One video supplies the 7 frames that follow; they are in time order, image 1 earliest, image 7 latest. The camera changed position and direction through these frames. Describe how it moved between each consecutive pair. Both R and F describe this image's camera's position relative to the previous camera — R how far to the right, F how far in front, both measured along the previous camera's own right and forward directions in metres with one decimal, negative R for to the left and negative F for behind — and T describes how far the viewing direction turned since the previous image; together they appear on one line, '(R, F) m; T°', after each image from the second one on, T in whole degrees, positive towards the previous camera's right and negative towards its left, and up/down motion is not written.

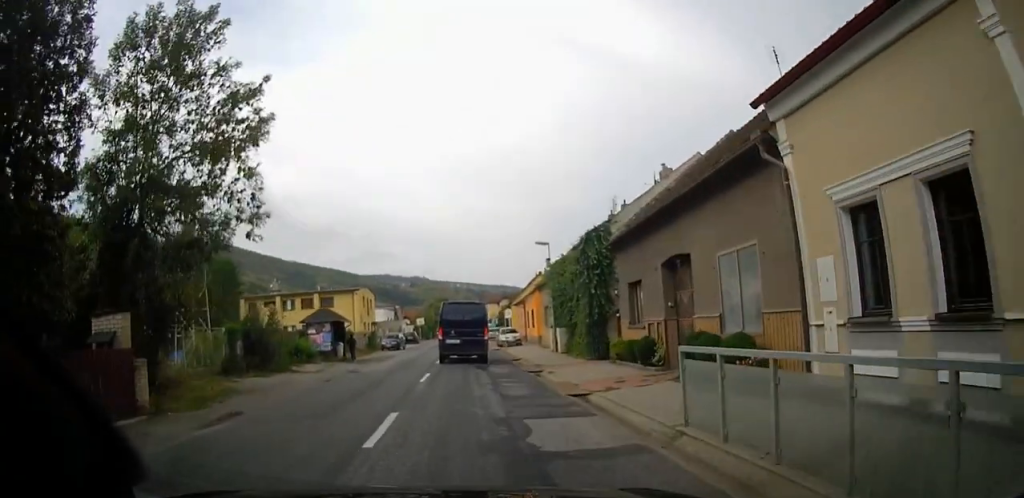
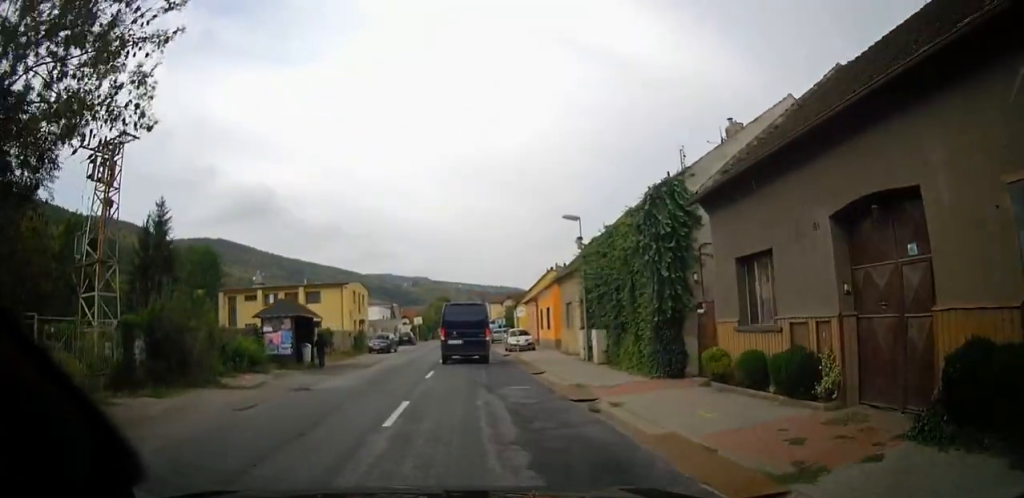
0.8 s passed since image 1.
(+0.2, +8.0) m; 0°
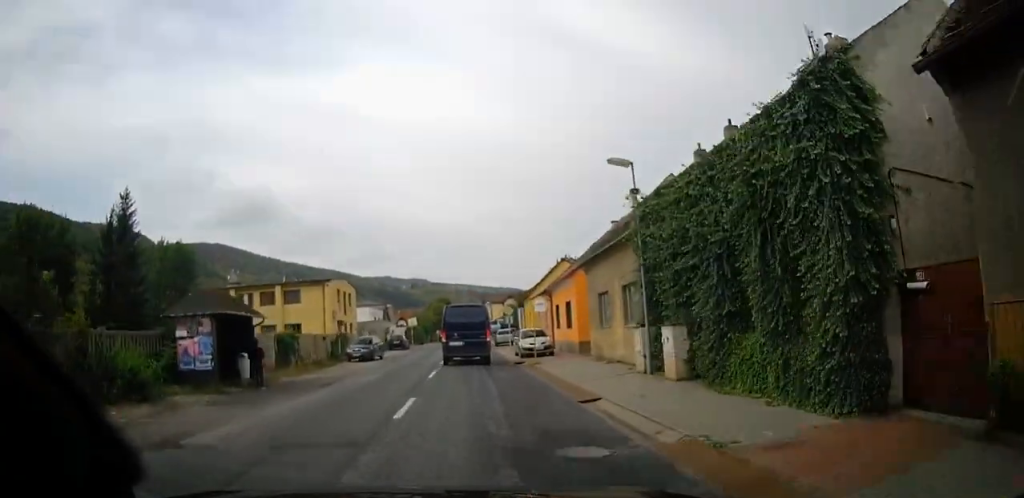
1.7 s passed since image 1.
(0.0, +8.1) m; 0°
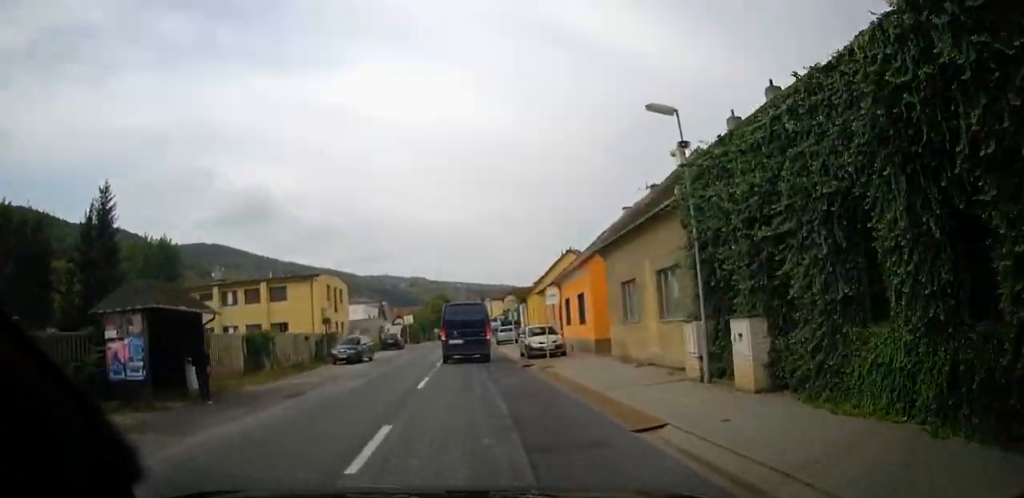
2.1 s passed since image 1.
(0.0, +3.9) m; 0°
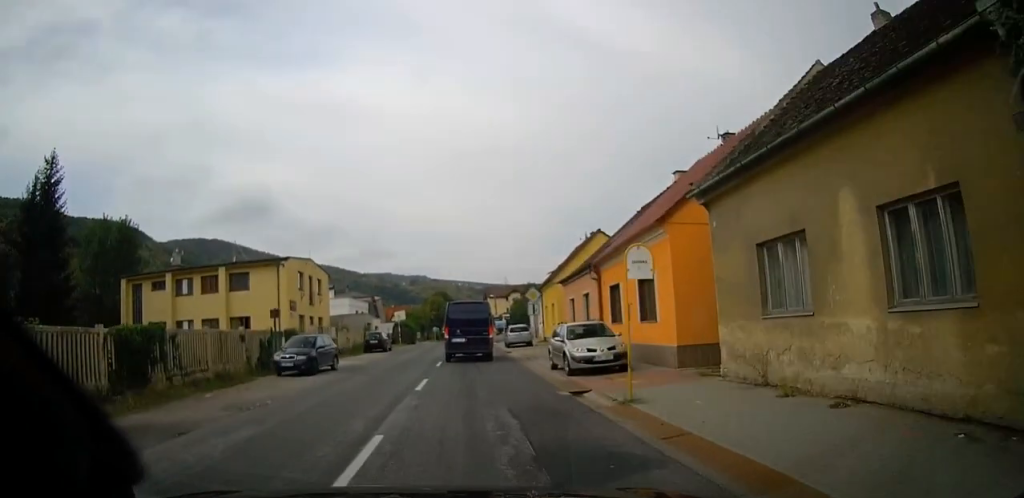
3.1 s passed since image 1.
(+0.1, +10.0) m; +2°
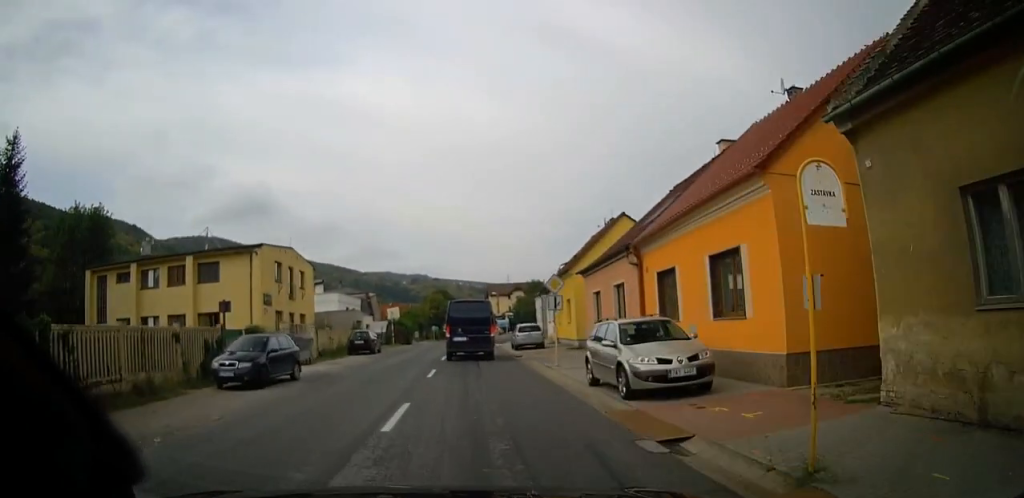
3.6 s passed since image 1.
(+0.1, +5.8) m; 0°
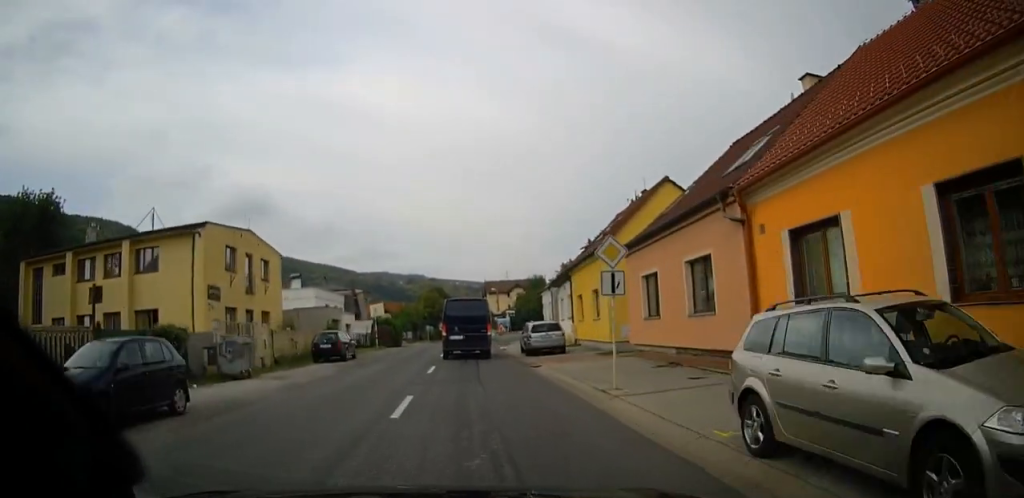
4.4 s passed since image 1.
(+0.1, +7.9) m; 0°
